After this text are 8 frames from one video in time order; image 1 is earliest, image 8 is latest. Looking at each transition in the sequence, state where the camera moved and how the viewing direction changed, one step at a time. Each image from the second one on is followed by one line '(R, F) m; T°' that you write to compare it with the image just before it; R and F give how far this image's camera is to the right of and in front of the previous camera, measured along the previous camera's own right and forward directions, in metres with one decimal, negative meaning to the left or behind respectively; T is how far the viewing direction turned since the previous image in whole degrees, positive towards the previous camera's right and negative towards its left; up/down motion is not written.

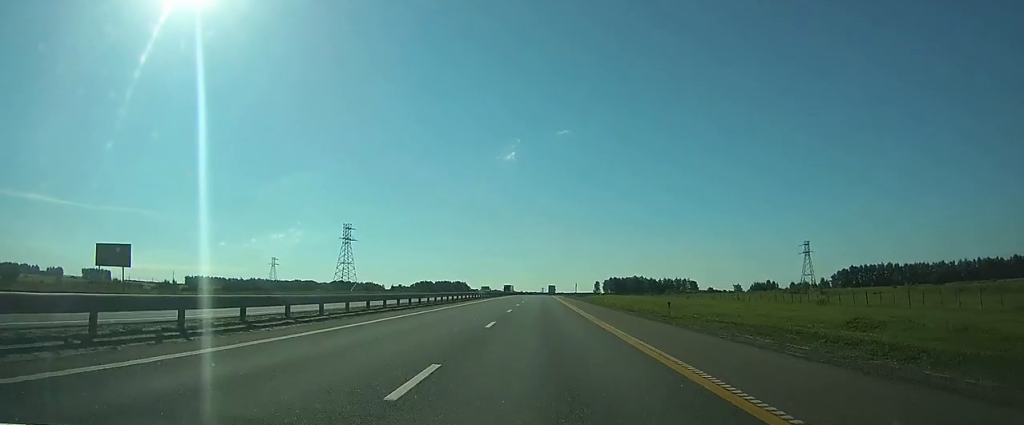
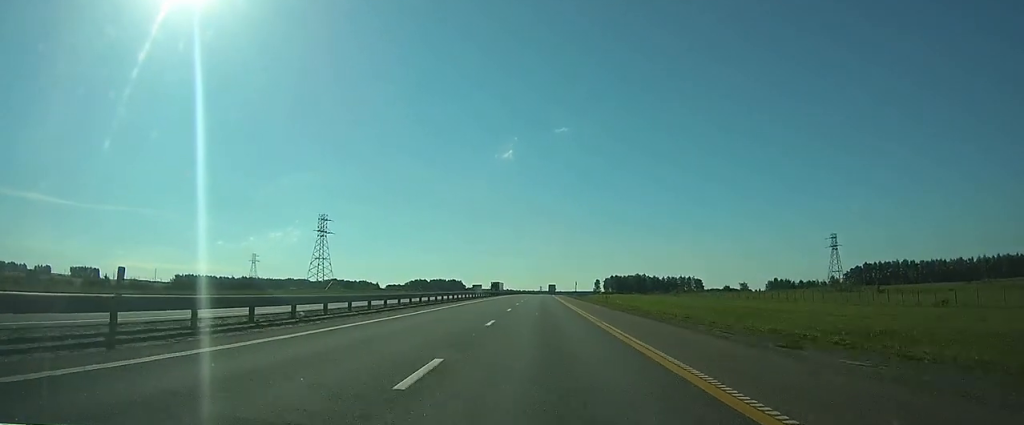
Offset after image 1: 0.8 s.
(+0.1, +23.0) m; 0°
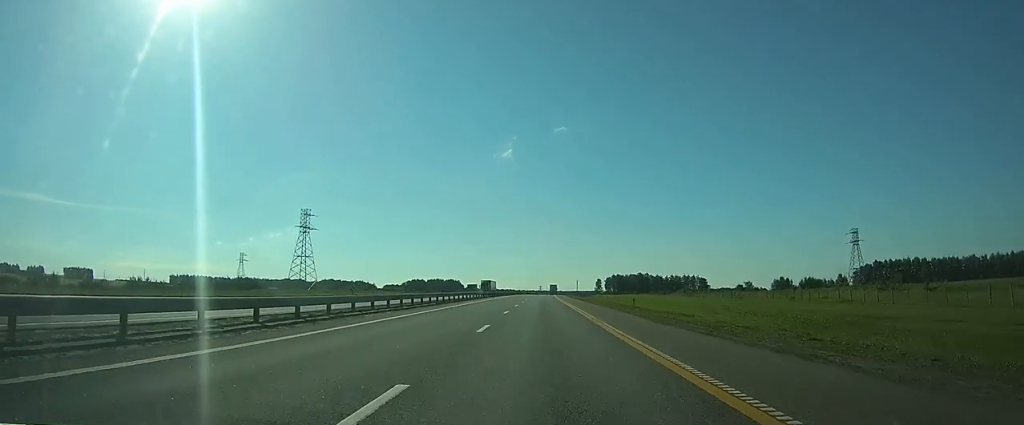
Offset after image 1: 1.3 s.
(0.0, +14.4) m; 0°
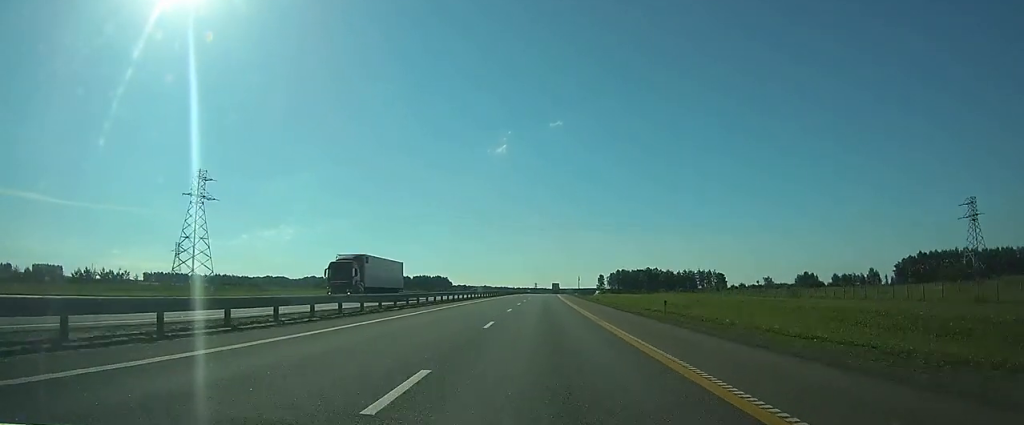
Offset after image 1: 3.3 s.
(+0.1, +57.6) m; 0°
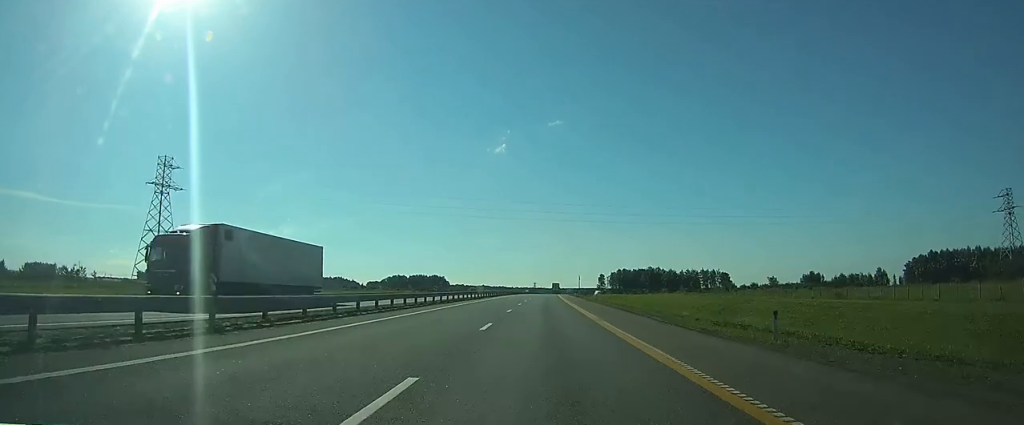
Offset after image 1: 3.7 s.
(0.0, +12.5) m; 0°
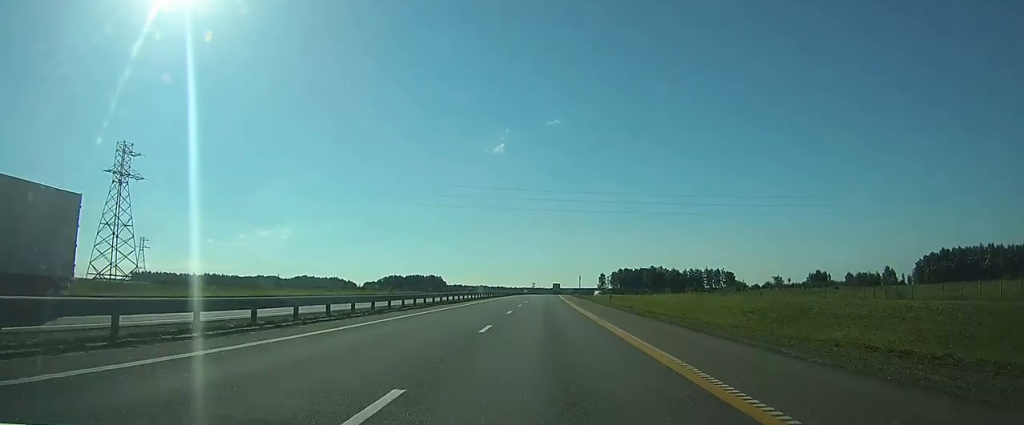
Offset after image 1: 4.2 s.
(0.0, +12.5) m; 0°
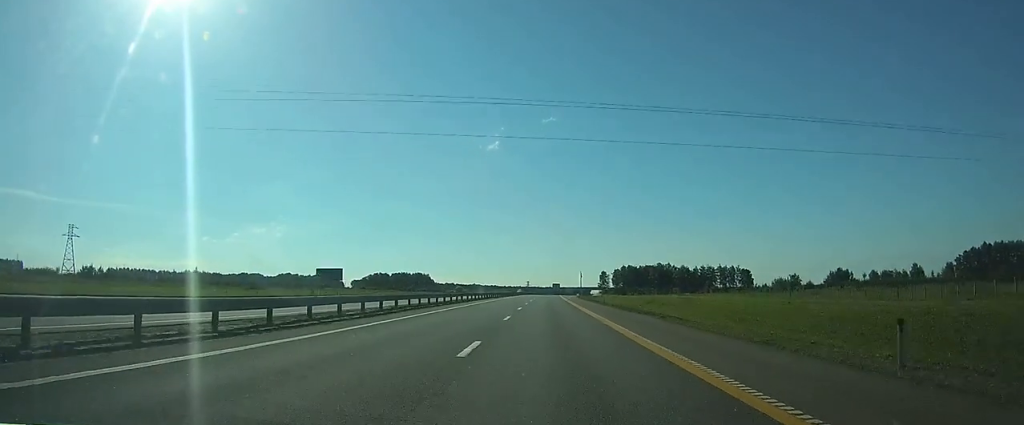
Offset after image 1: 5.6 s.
(+0.2, +40.5) m; +1°
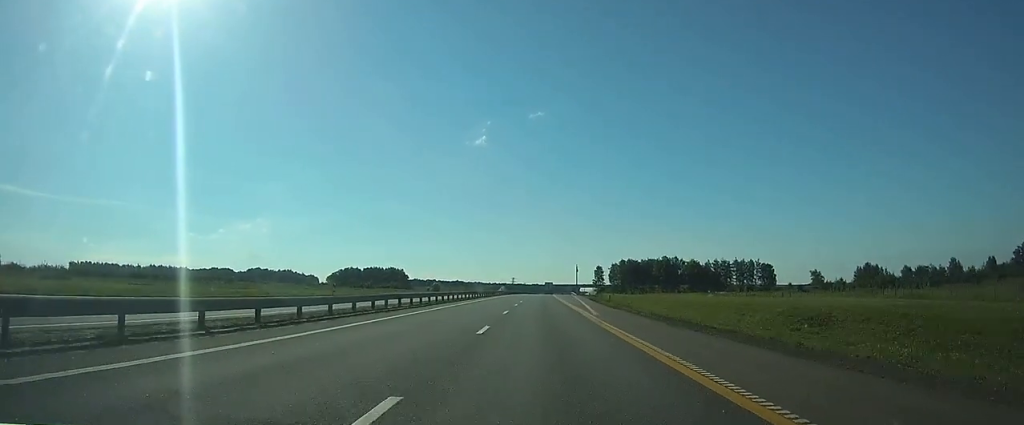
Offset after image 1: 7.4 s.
(+0.6, +53.5) m; +1°
